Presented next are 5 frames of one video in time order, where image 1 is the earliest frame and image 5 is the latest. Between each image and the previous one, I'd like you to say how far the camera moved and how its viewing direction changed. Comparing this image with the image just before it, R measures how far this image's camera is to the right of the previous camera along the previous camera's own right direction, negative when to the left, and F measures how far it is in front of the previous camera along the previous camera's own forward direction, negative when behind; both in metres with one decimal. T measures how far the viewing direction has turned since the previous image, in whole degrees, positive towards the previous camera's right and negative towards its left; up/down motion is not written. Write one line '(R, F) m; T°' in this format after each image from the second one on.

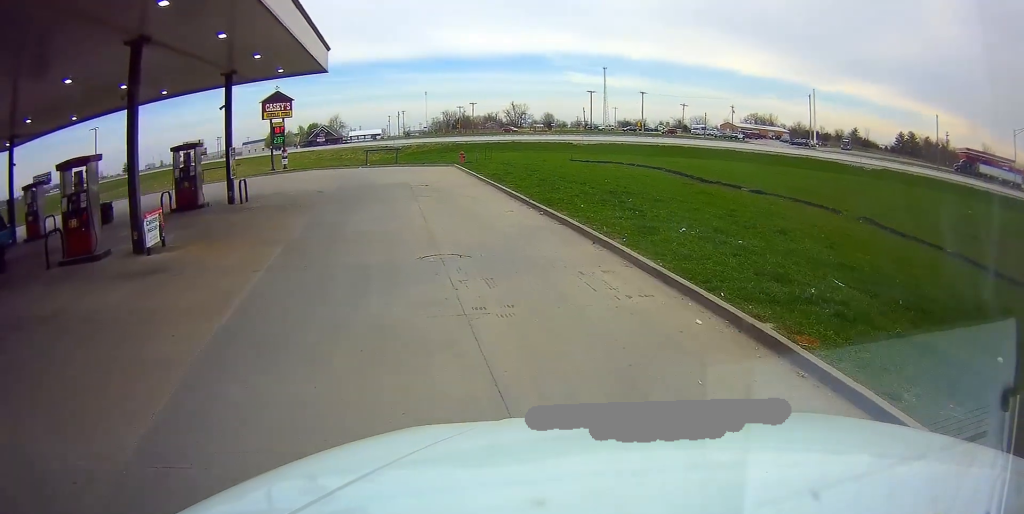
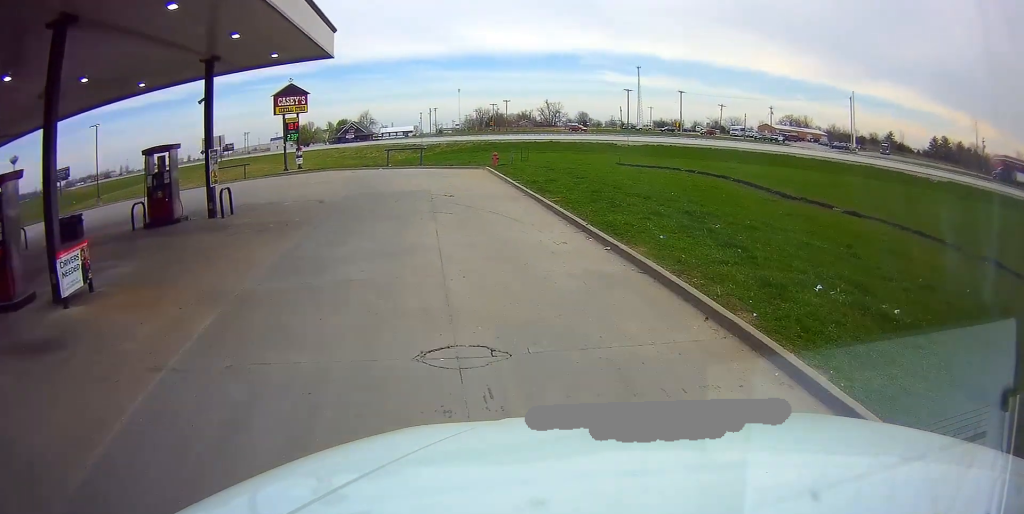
(-0.2, +3.6) m; -4°
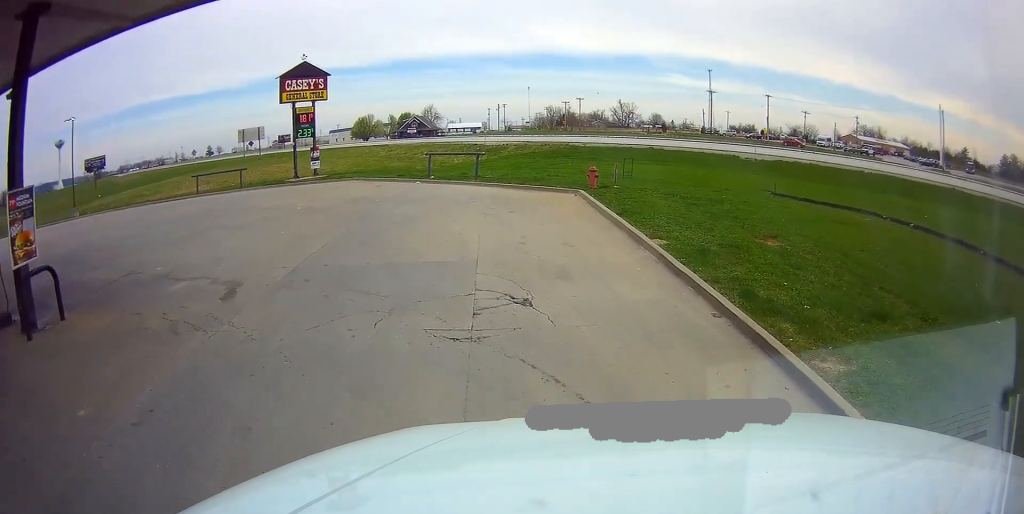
(-0.7, +9.6) m; -14°
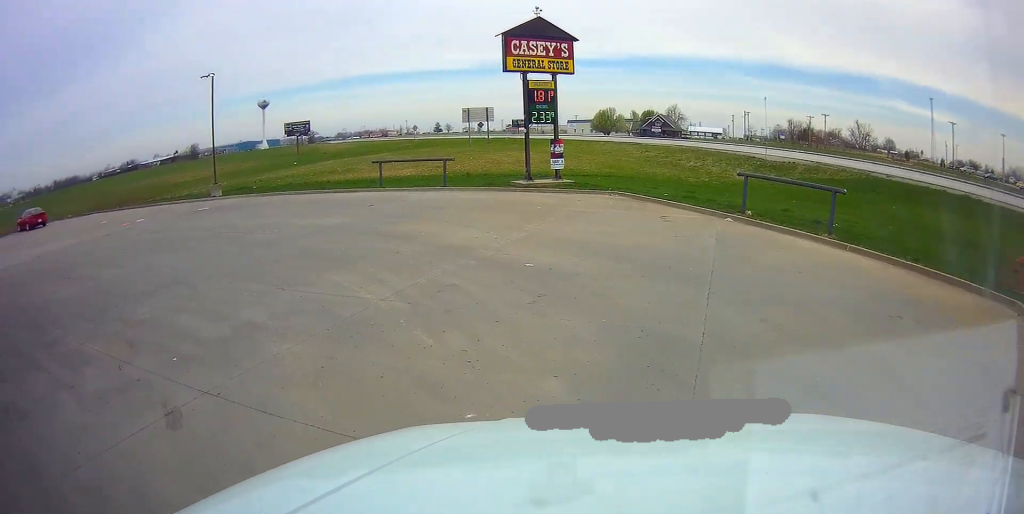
(-3.9, +5.2) m; -79°
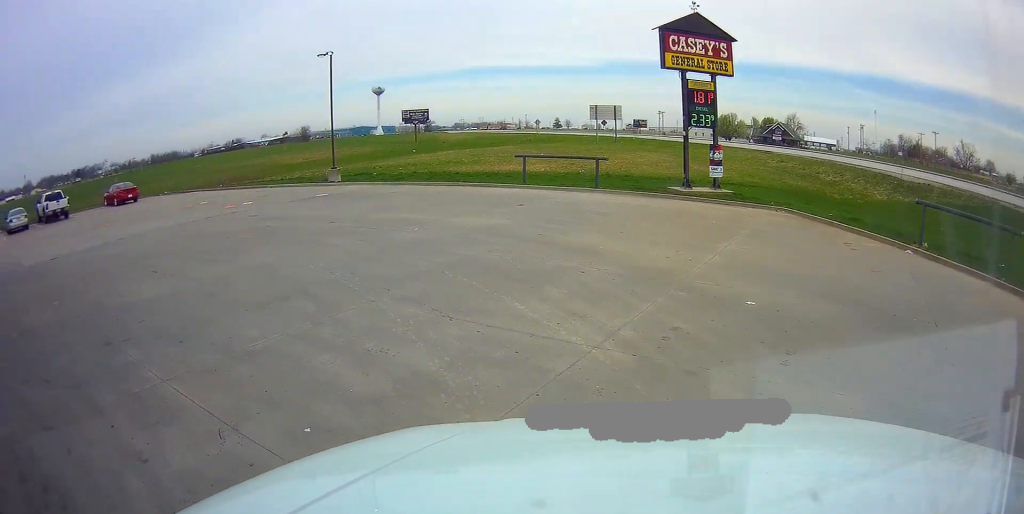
(-0.2, +1.8) m; -13°
